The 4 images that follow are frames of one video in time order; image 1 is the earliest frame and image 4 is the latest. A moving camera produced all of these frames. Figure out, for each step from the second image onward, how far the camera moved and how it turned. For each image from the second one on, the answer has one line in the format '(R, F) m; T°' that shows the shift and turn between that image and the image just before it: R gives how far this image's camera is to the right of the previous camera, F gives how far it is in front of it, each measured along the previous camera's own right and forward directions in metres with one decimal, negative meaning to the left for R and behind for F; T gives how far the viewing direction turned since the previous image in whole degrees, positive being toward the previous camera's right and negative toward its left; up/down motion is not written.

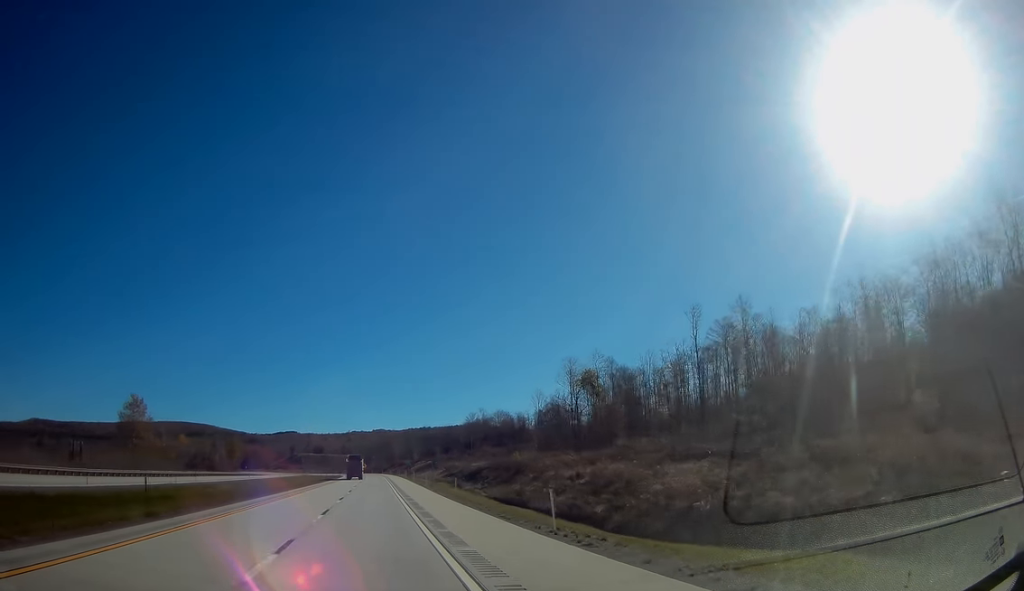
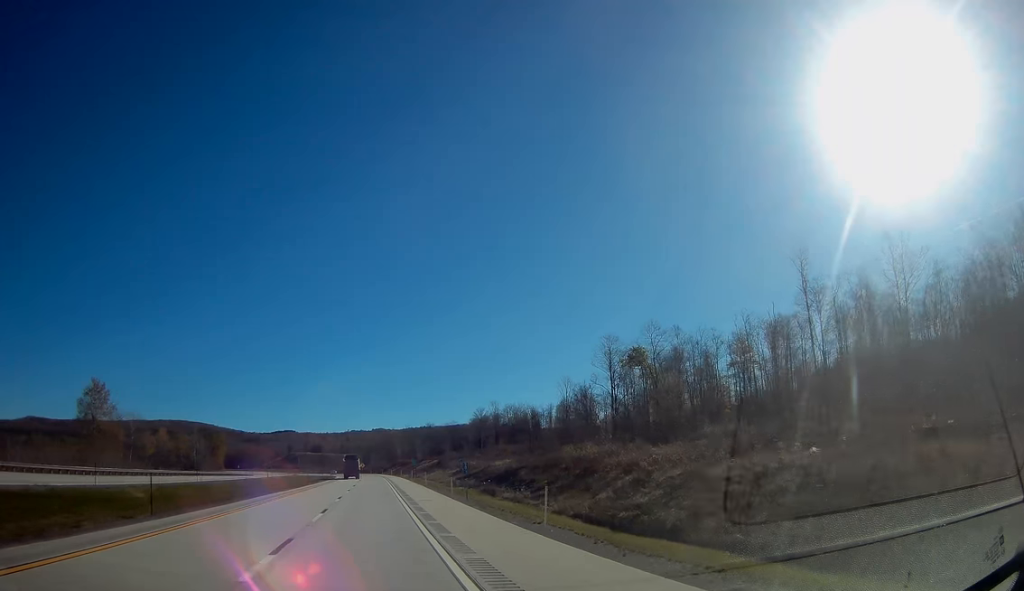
(0.0, +23.8) m; 0°
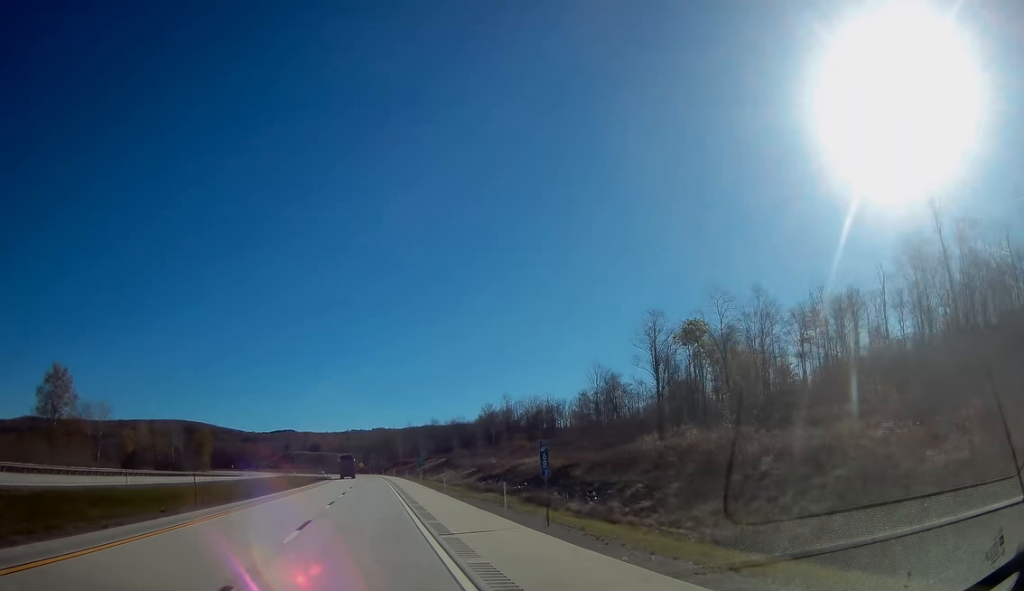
(0.0, +18.9) m; 0°
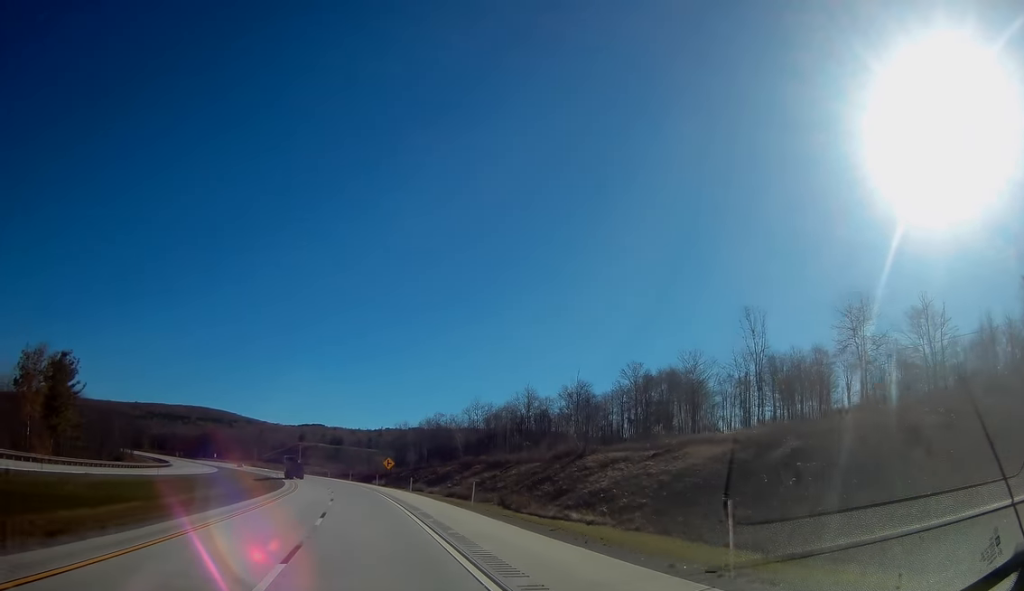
(-2.0, +114.5) m; -3°
